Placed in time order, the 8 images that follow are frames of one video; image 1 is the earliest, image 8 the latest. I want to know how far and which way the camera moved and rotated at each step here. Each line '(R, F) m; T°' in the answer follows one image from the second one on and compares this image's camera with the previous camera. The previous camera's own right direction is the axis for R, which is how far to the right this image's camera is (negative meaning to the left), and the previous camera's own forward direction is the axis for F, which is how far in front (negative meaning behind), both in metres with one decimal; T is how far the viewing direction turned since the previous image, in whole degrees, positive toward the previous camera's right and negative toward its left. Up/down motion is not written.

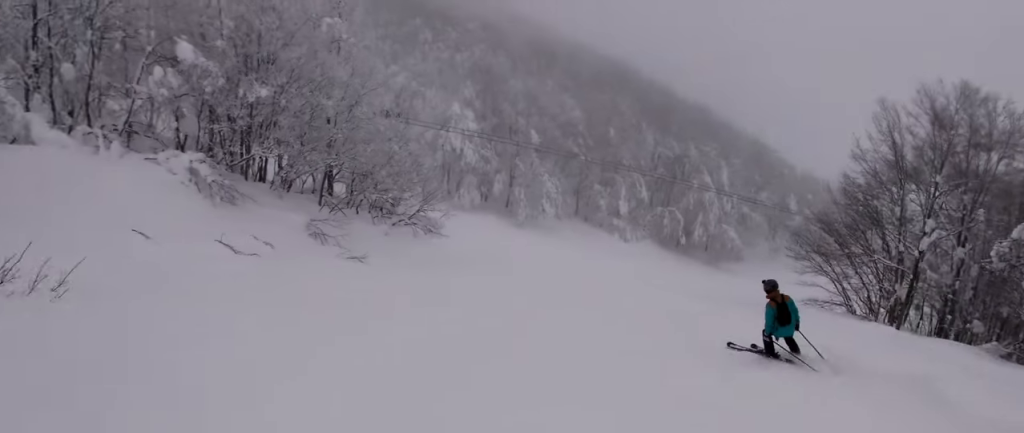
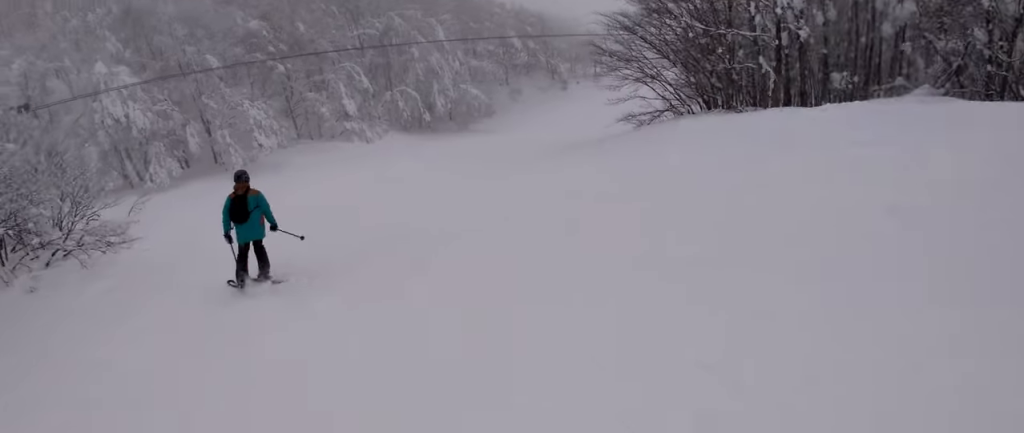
(+1.7, +7.9) m; +18°
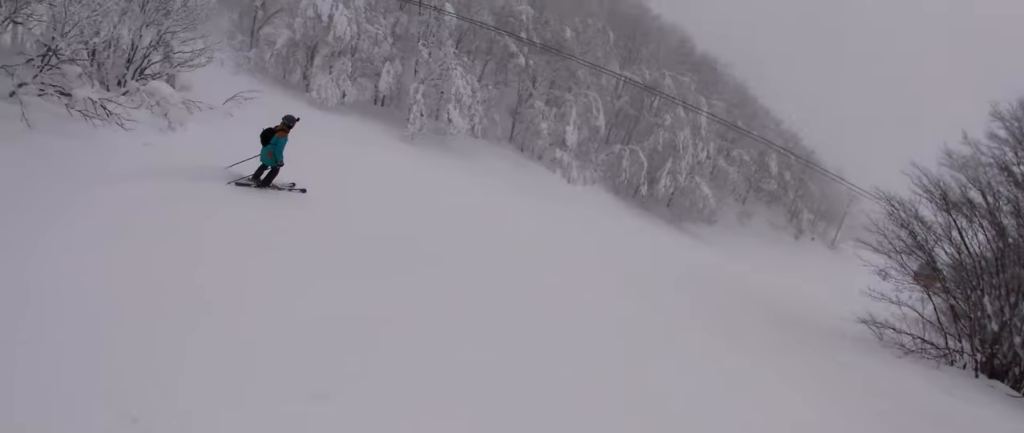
(+0.2, +7.5) m; -8°
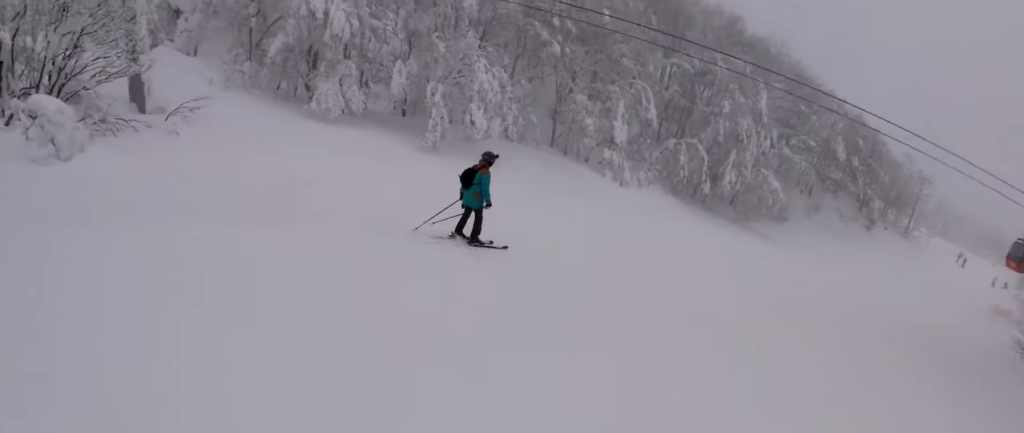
(-0.9, +5.2) m; 0°
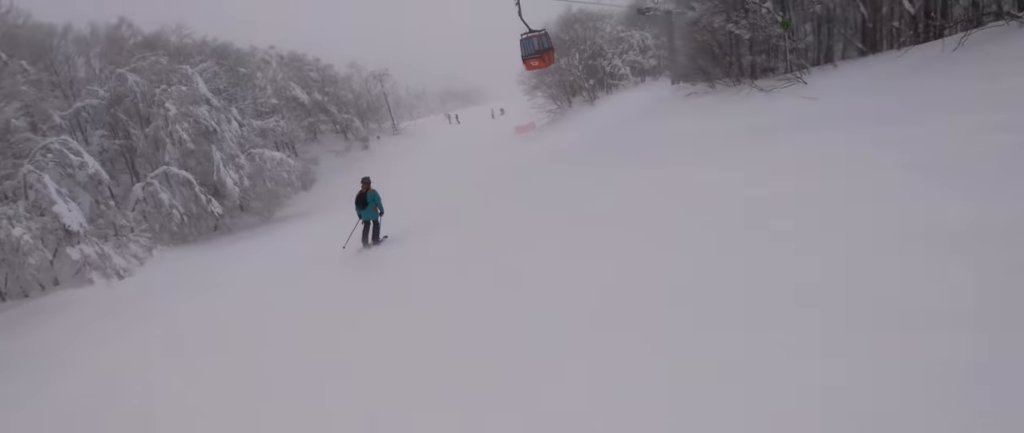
(+2.5, +11.1) m; +26°
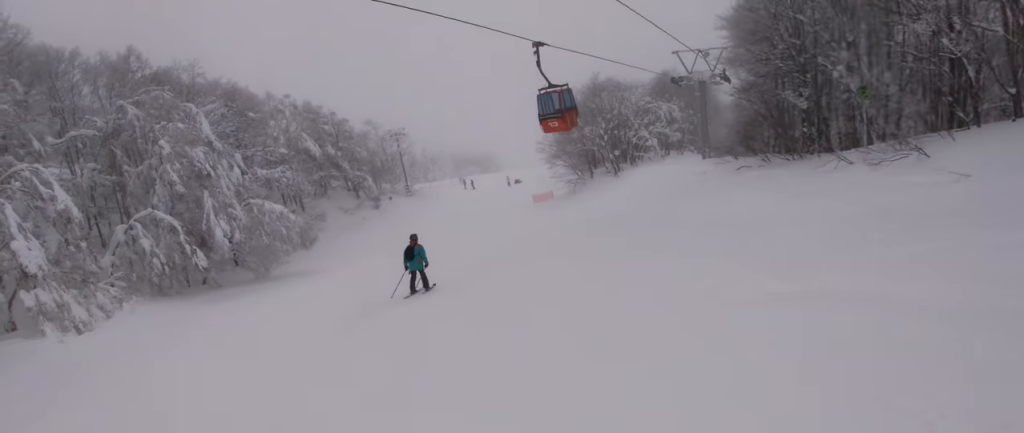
(+0.2, +4.4) m; +9°
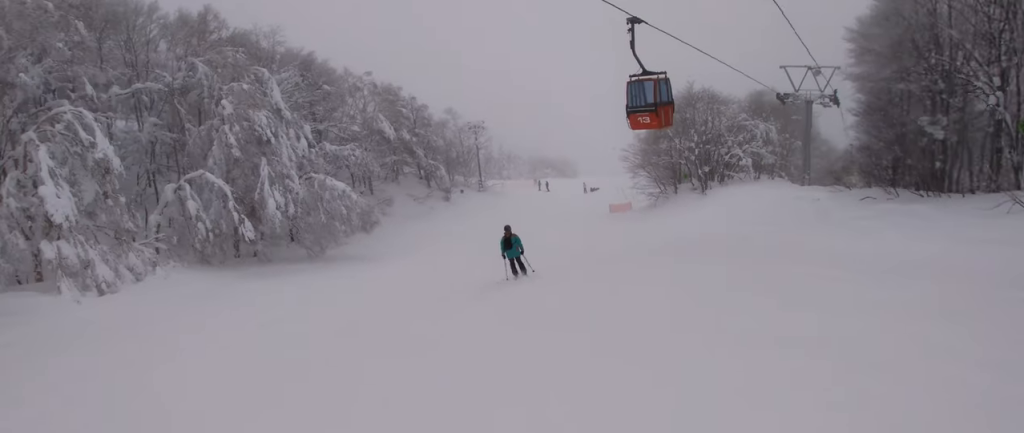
(+0.5, +3.3) m; +2°
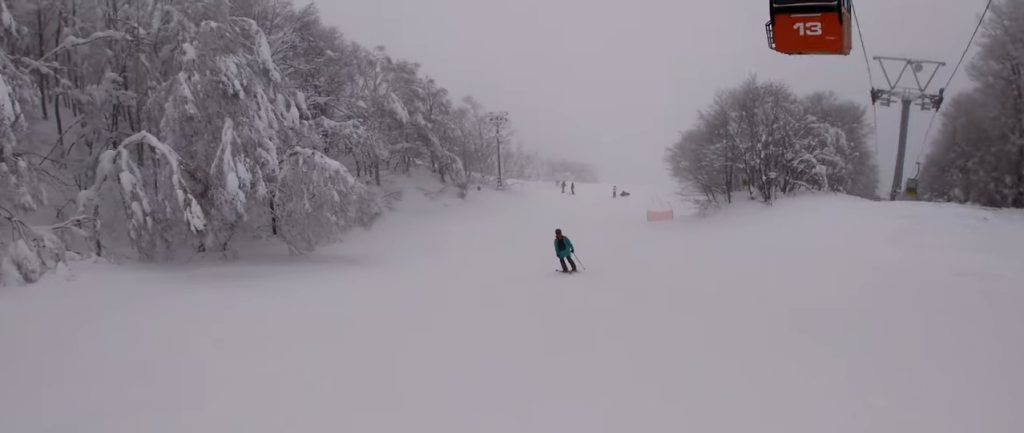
(+0.4, +8.0) m; +1°
